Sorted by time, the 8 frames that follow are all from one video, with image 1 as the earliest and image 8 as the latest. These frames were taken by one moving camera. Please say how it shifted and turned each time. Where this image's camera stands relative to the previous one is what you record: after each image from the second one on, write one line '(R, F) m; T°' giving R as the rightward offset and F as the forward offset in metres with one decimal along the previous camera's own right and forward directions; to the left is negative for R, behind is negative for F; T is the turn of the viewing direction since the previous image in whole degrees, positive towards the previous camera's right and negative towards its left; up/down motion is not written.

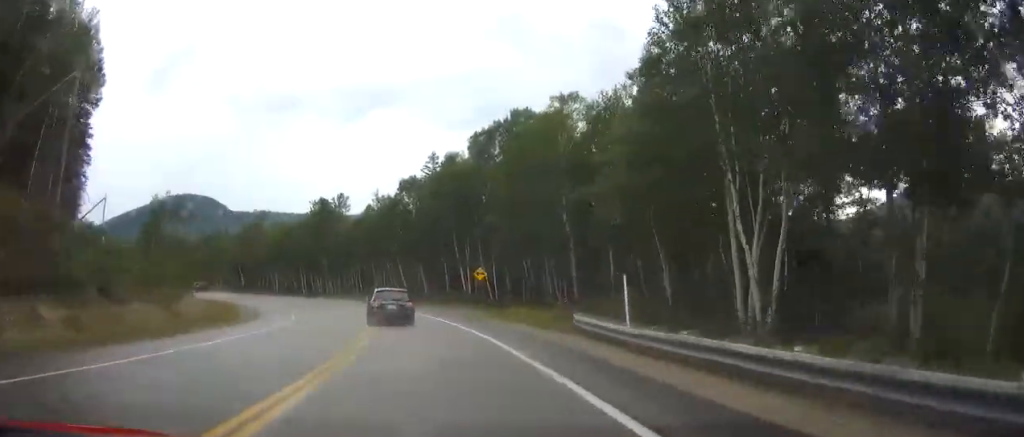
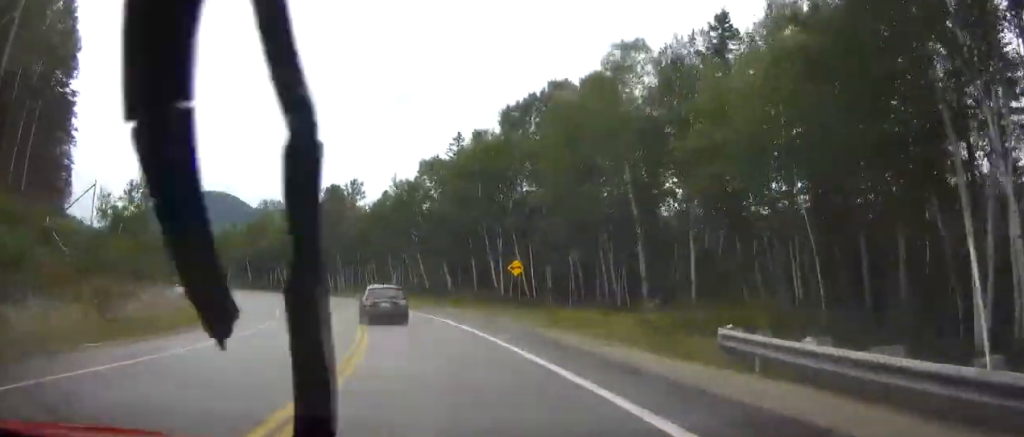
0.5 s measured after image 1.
(0.0, +10.5) m; -1°
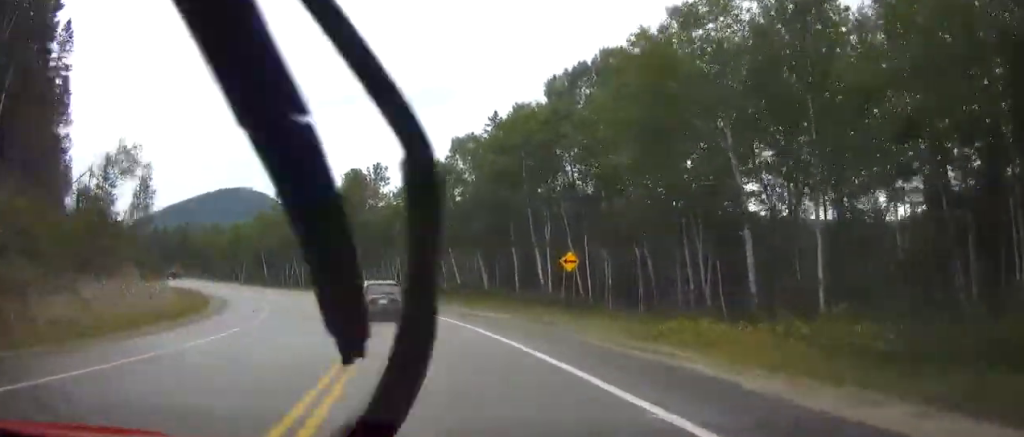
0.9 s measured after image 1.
(-0.2, +9.5) m; -2°
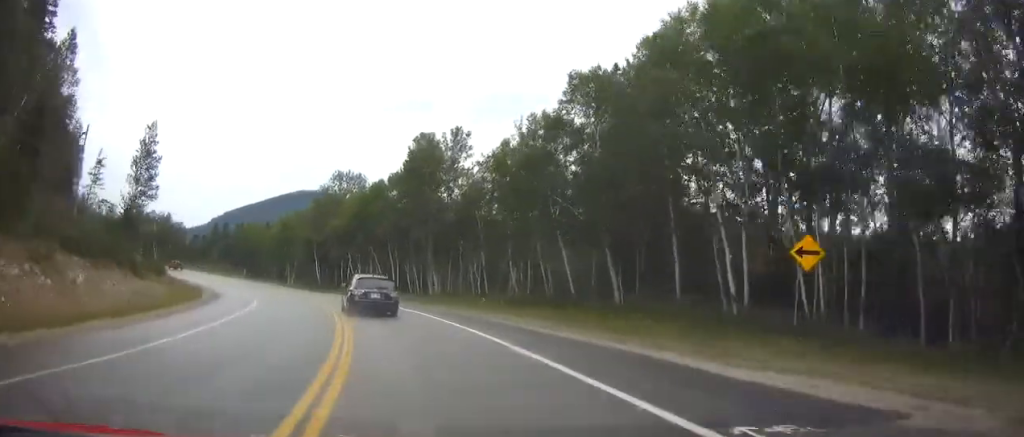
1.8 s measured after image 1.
(-0.7, +20.3) m; -6°
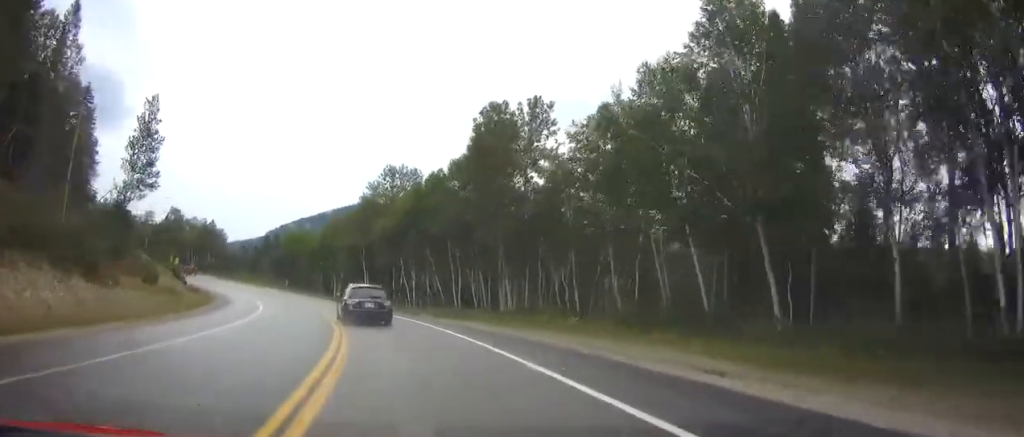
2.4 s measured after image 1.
(+0.1, +12.9) m; -5°
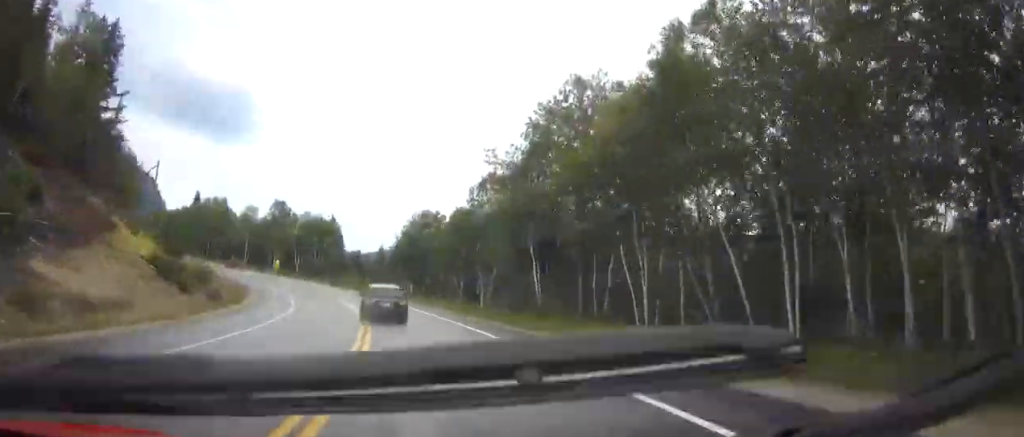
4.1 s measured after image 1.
(-3.4, +35.2) m; -10°
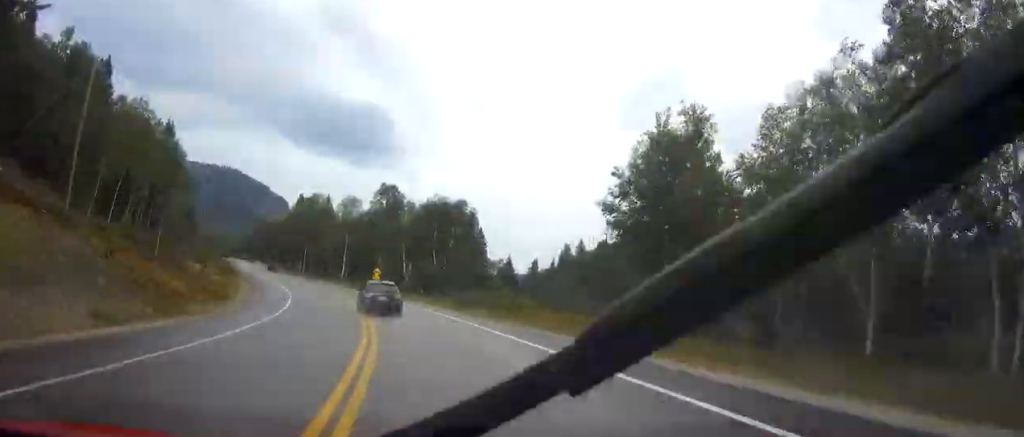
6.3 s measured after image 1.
(-7.3, +46.6) m; -17°
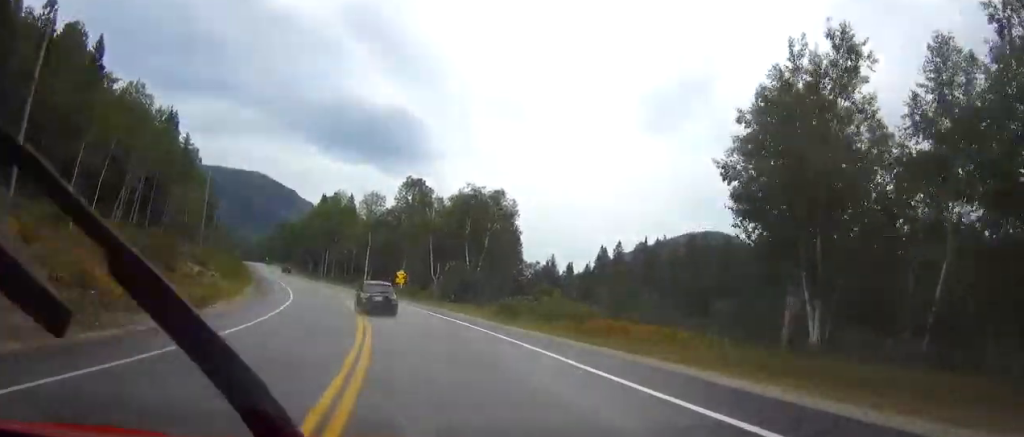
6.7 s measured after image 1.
(-0.4, +9.9) m; -3°
